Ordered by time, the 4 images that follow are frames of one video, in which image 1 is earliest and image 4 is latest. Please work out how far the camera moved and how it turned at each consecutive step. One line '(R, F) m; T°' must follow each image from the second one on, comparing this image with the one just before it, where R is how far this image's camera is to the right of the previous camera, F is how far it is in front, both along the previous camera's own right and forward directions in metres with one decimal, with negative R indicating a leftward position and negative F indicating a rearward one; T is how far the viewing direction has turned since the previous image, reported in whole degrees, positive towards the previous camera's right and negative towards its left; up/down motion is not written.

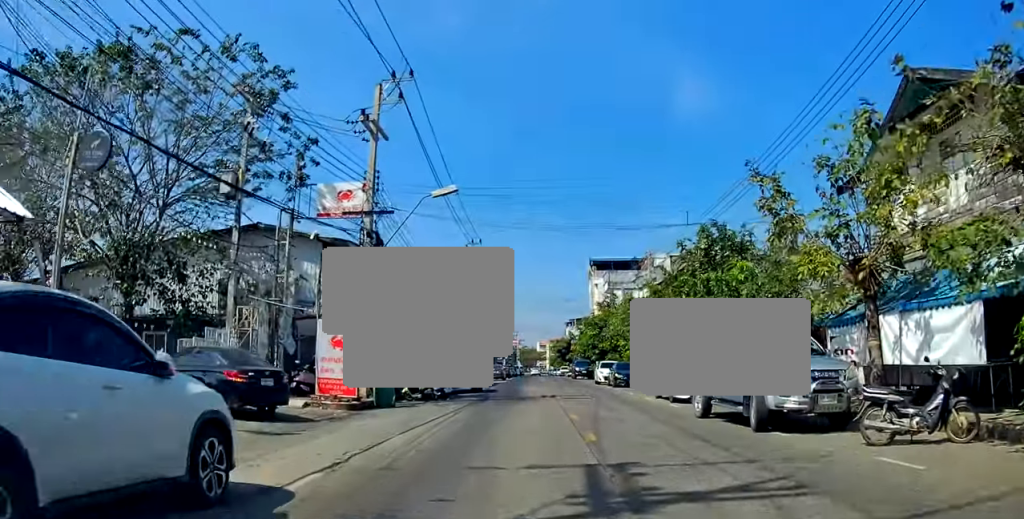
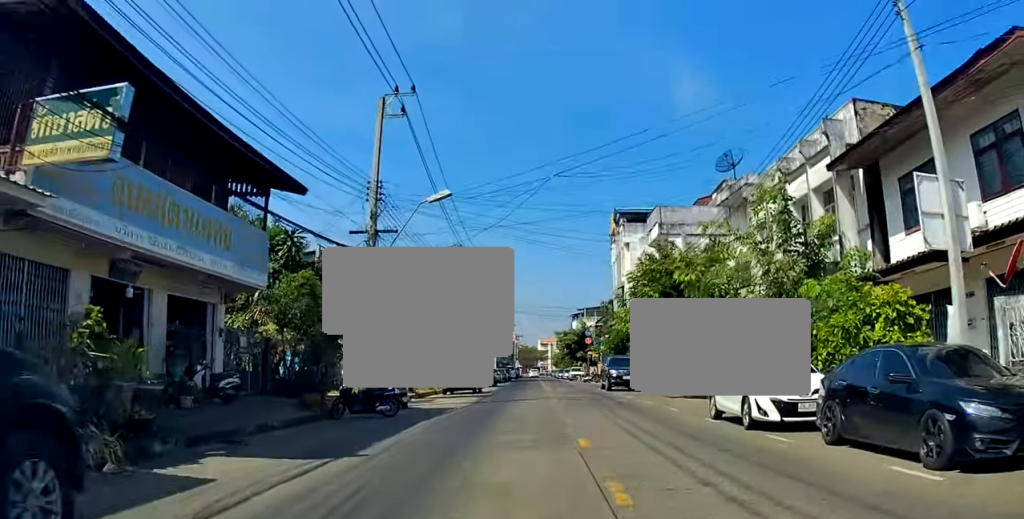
(-0.3, +27.4) m; -1°
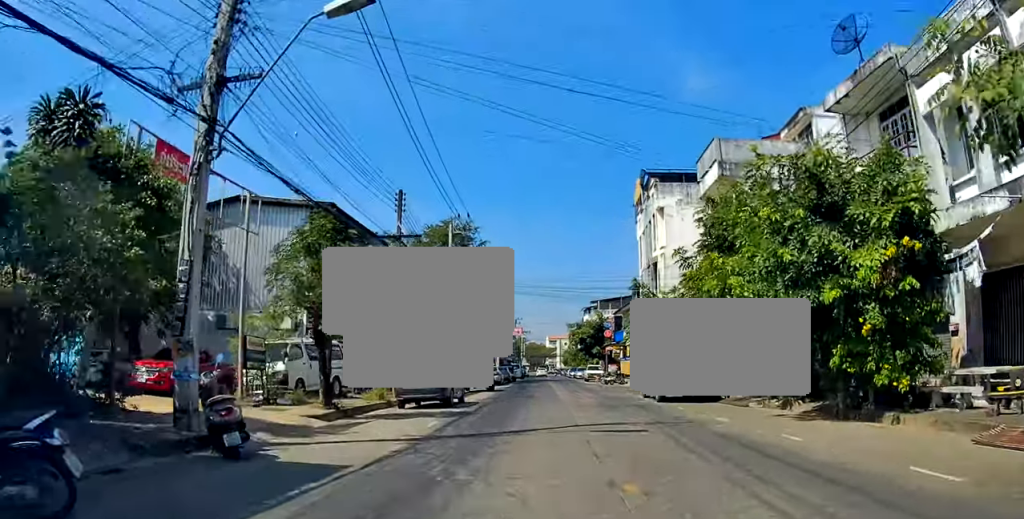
(-0.1, +11.7) m; 0°
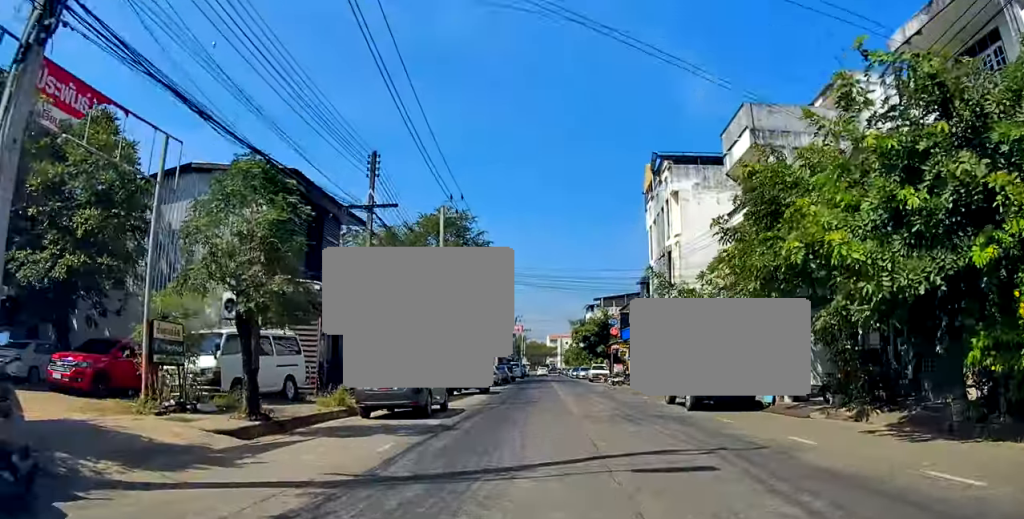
(+0.1, +4.3) m; 0°
